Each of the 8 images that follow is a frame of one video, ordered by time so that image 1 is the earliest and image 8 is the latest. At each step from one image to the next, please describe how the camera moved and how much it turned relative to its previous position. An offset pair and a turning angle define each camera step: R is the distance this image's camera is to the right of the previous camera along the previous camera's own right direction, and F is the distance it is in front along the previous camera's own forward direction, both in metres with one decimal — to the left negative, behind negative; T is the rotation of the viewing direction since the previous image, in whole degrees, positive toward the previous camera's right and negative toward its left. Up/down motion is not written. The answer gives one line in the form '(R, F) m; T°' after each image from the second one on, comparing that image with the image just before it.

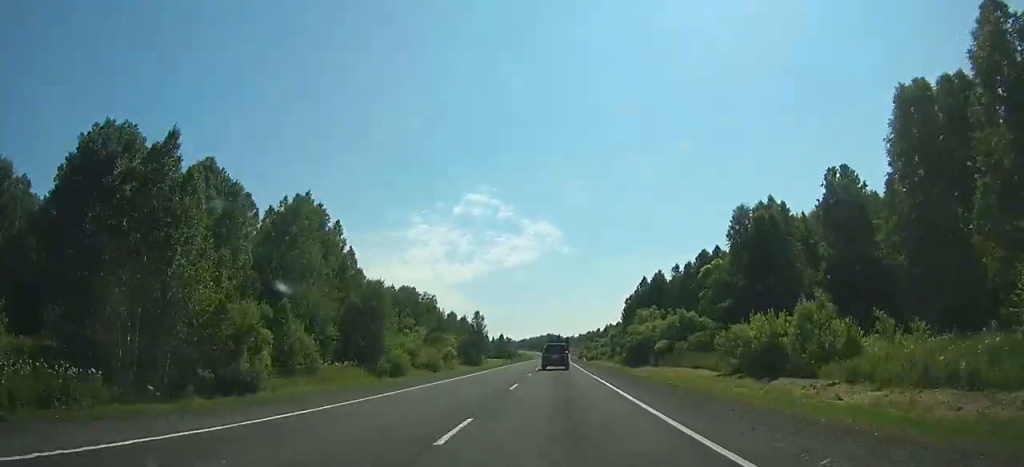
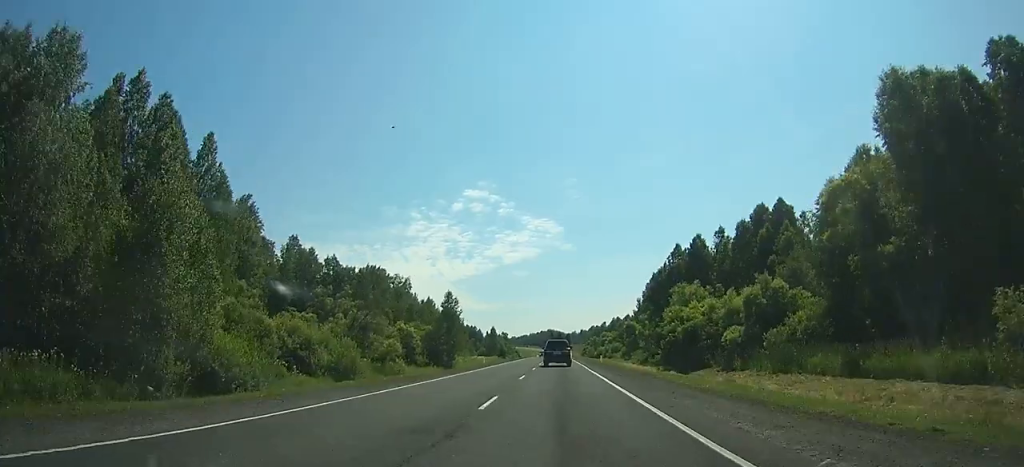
(0.0, +32.2) m; 0°
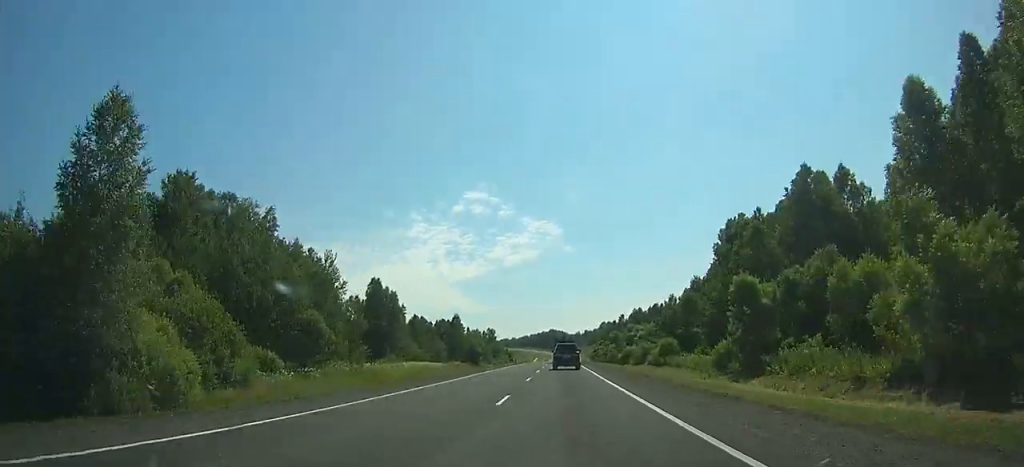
(0.0, +71.4) m; 0°
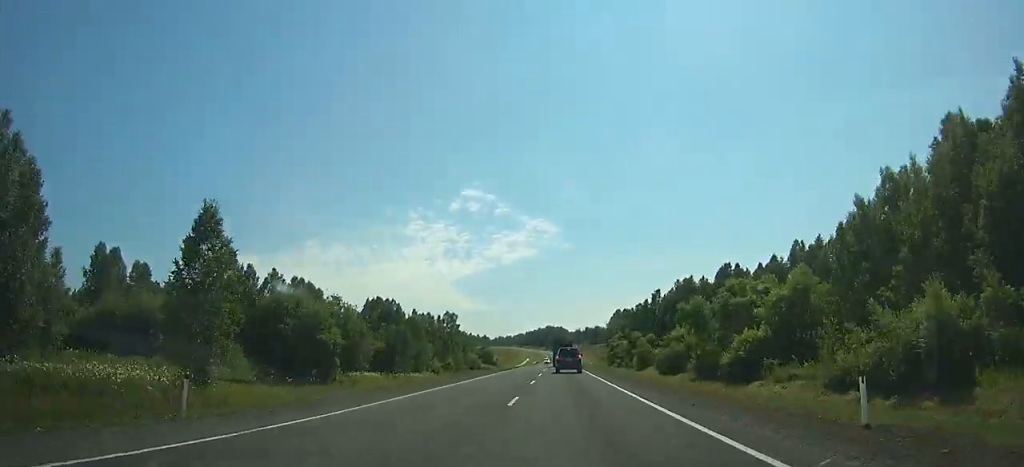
(0.0, +82.7) m; 0°
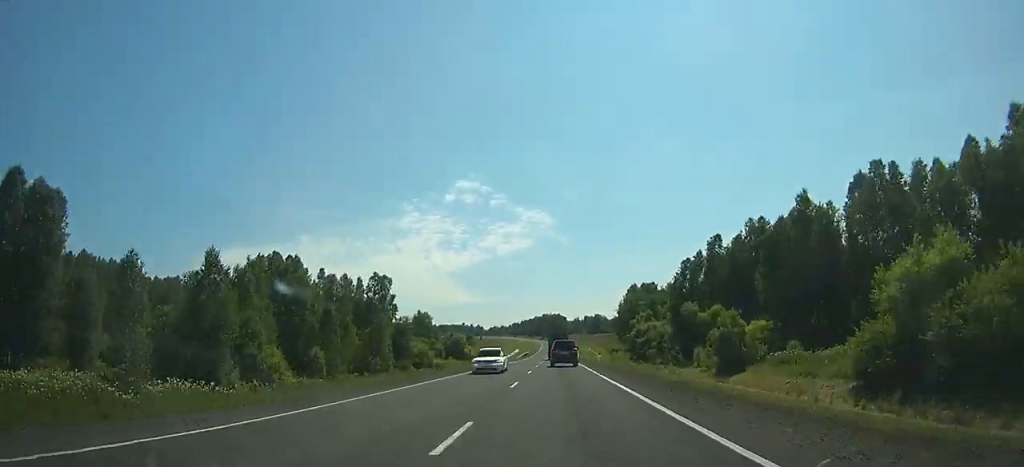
(0.0, +54.9) m; 0°
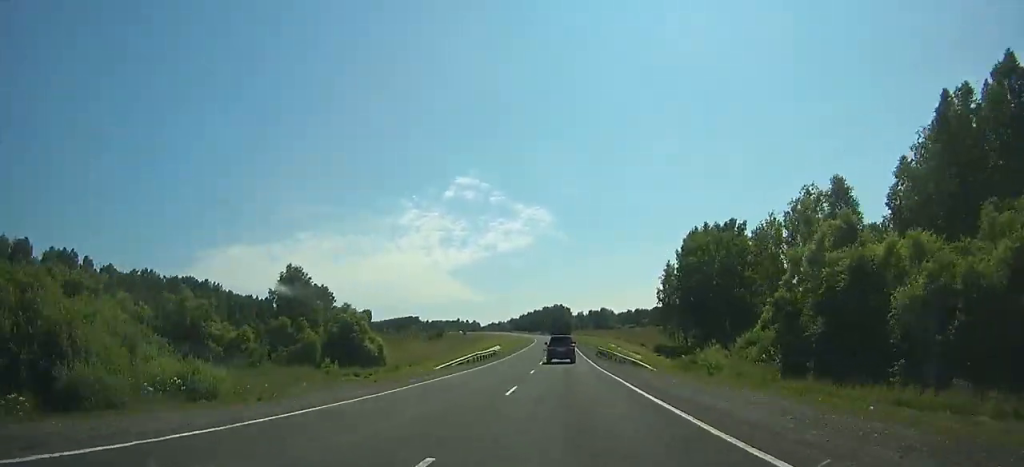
(+0.1, +74.8) m; 0°
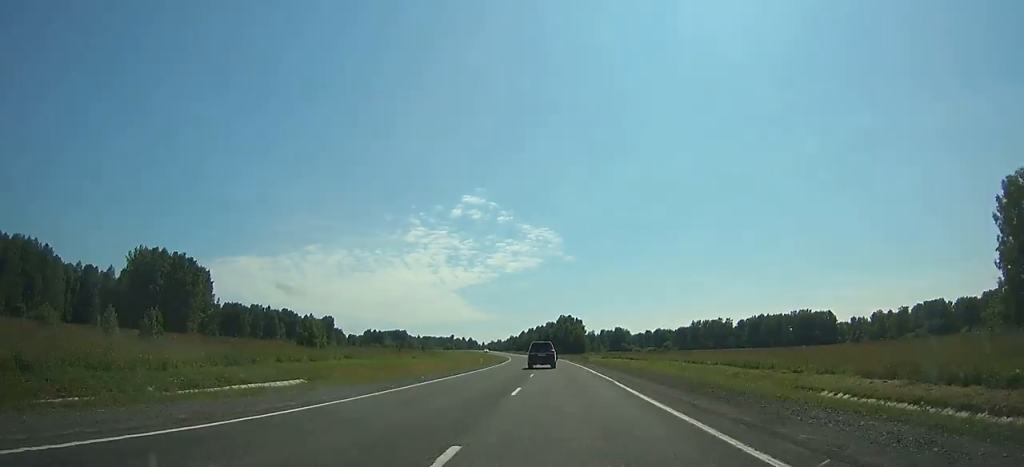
(-0.3, +107.0) m; -1°
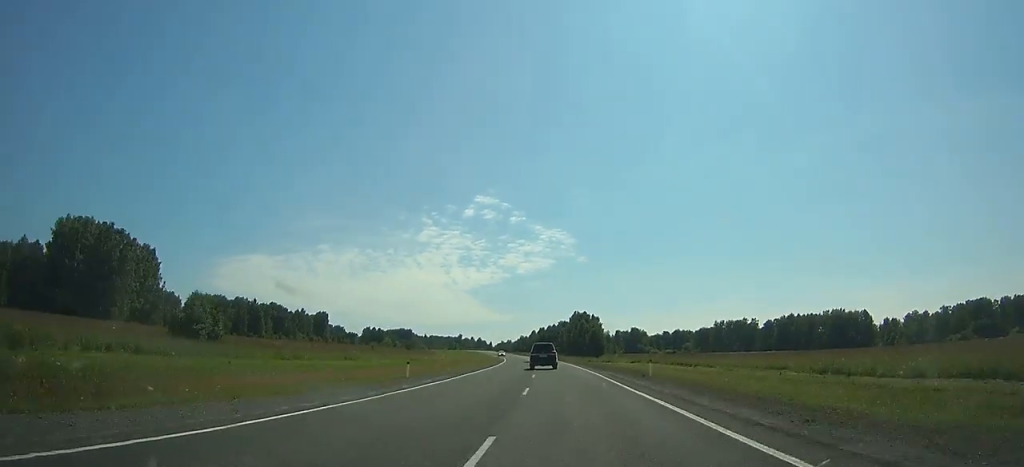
(-0.2, +35.4) m; -1°
